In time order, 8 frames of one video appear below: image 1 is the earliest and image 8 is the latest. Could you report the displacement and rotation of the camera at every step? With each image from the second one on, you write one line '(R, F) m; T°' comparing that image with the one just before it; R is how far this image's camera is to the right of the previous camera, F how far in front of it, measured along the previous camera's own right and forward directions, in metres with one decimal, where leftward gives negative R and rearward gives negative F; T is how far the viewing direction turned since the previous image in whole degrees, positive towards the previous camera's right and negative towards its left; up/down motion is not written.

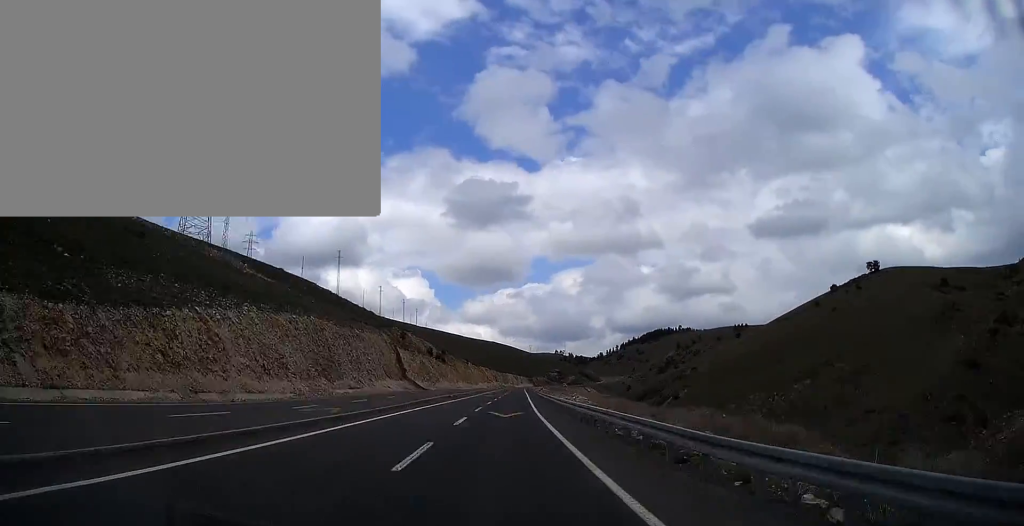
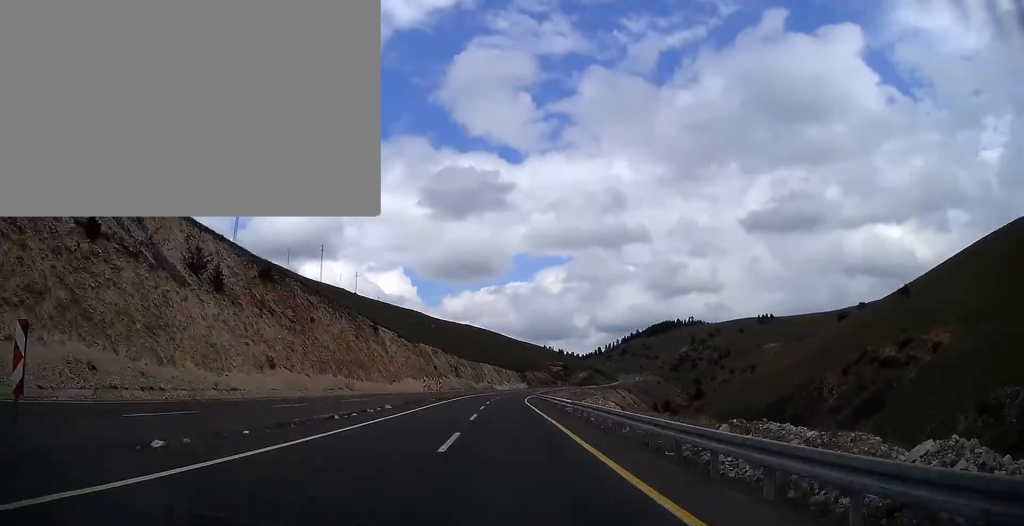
(+8.4, +160.6) m; +7°
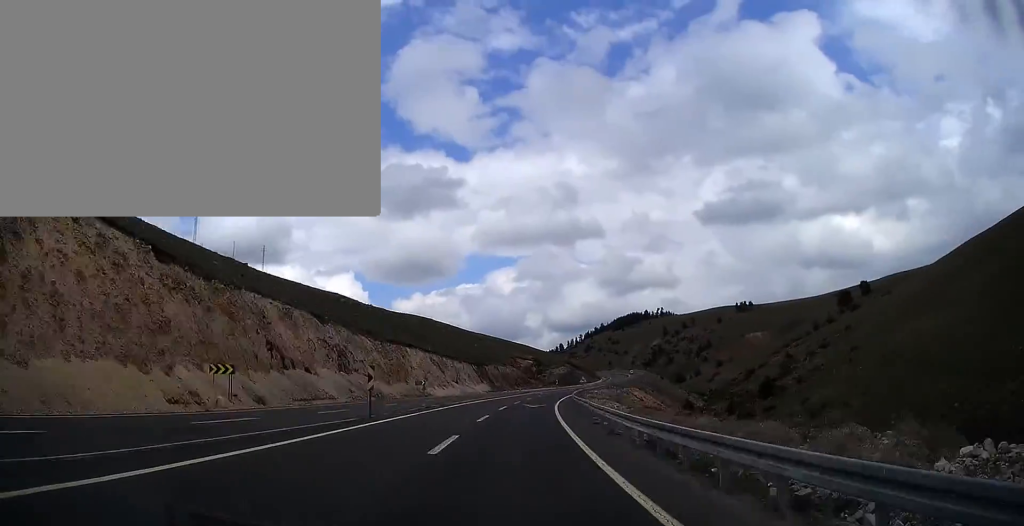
(+1.6, +82.6) m; +5°
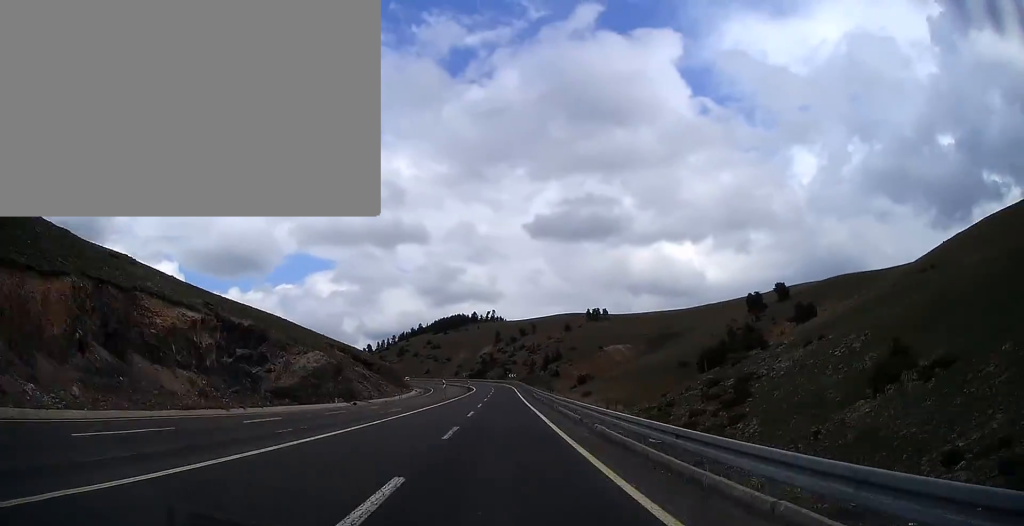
(+14.7, +147.2) m; +2°
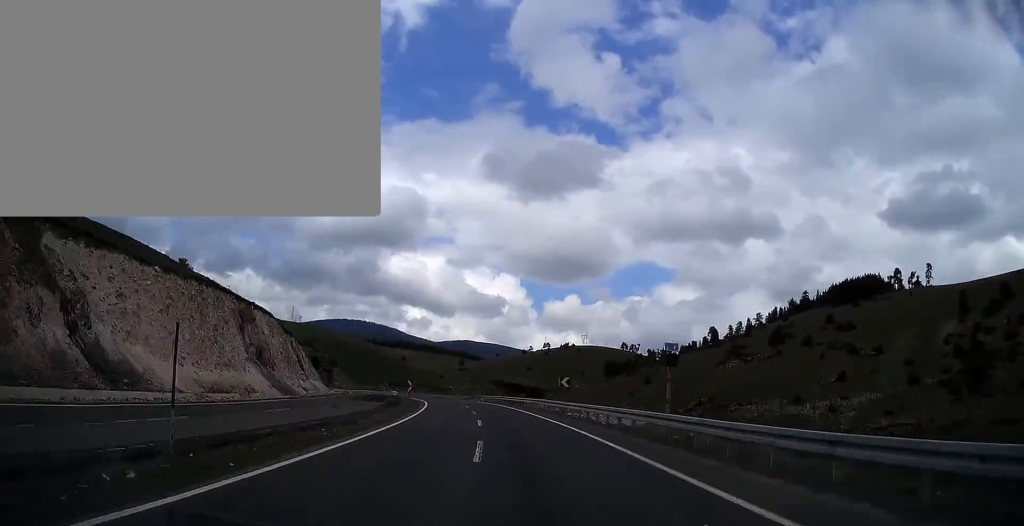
(-68.3, +305.0) m; -28°
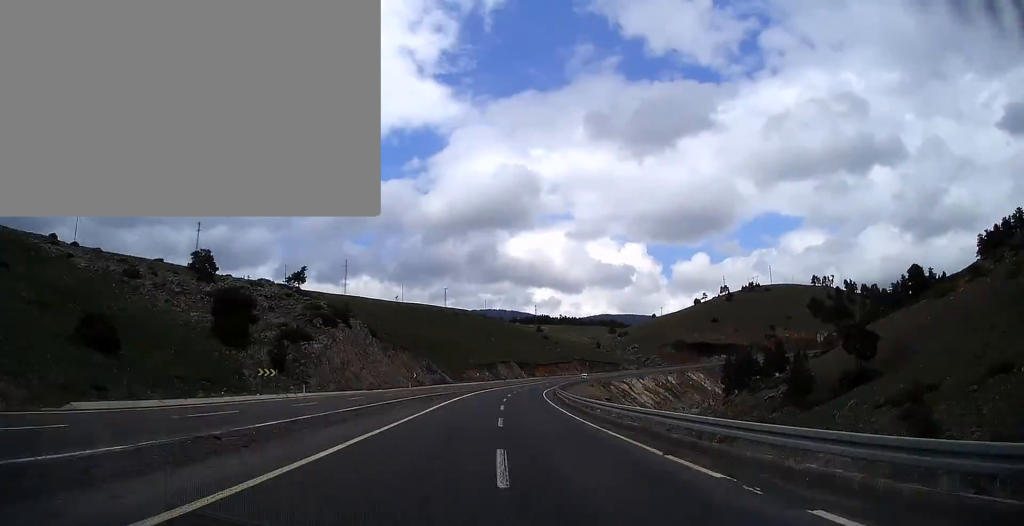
(-17.3, +166.3) m; -2°
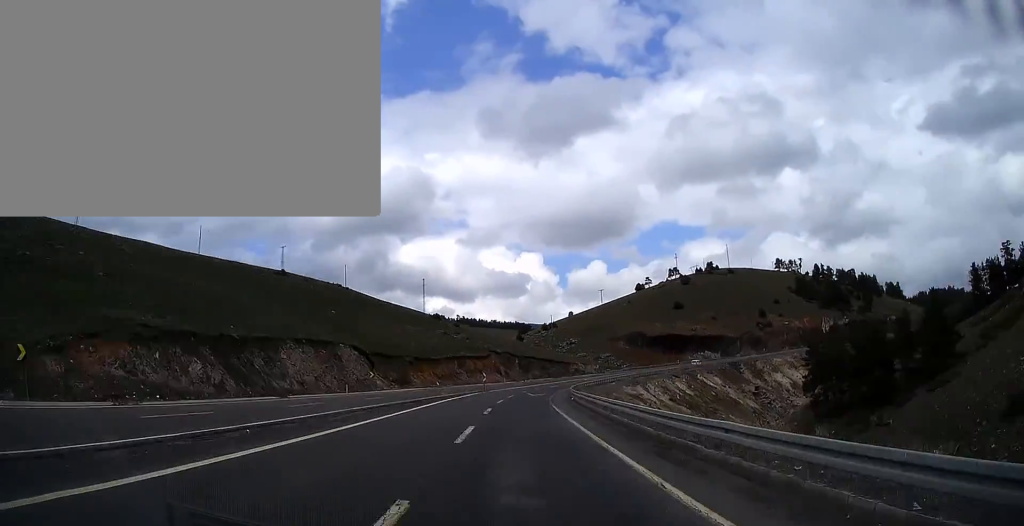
(+6.6, +114.8) m; +14°
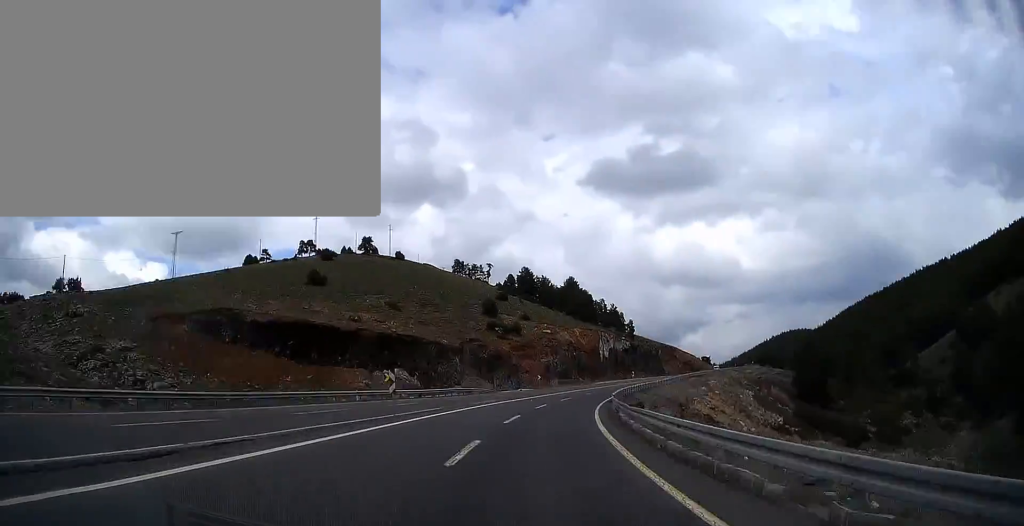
(+39.2, +138.2) m; +32°
